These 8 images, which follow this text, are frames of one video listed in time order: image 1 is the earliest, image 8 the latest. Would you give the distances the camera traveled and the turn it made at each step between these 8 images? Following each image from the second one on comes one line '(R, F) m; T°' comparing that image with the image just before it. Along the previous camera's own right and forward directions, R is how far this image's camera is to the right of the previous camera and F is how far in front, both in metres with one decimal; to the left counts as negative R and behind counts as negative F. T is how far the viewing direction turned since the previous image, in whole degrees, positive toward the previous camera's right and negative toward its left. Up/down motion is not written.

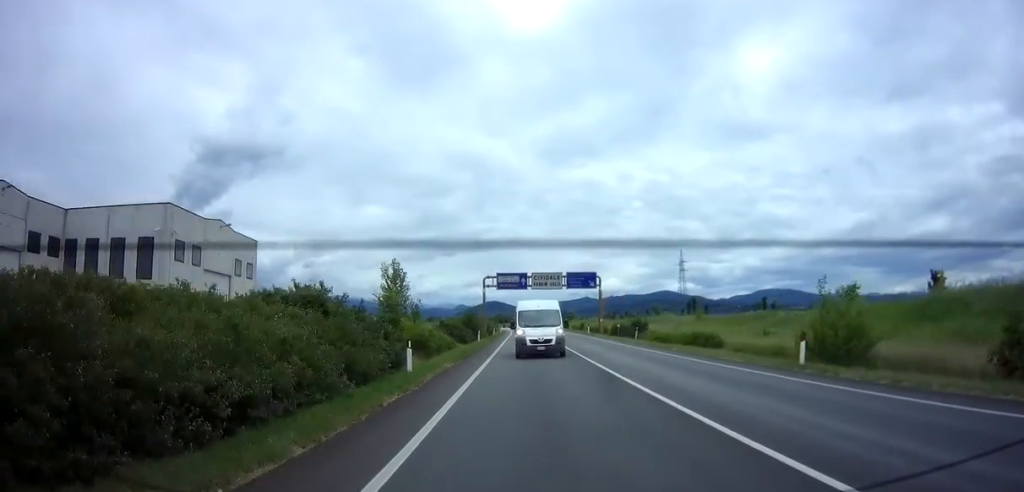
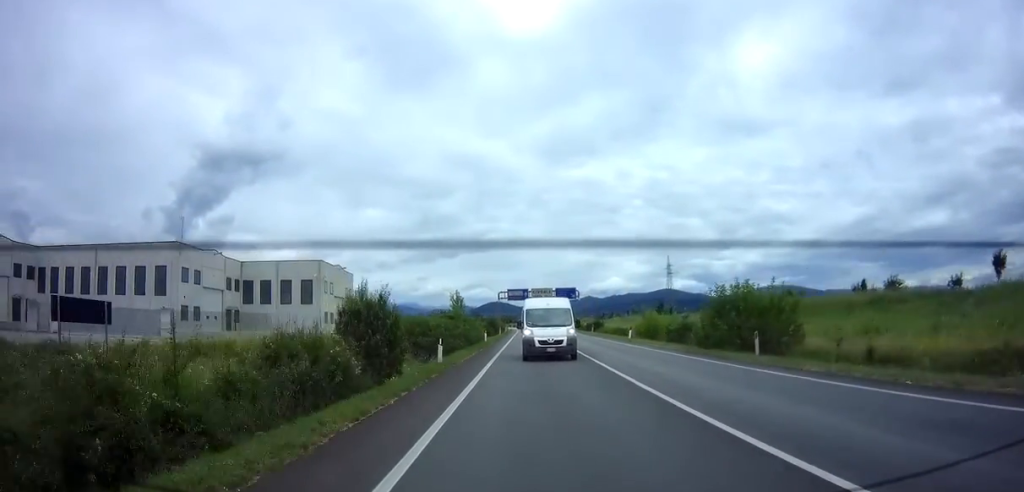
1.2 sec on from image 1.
(+0.2, +29.0) m; 0°
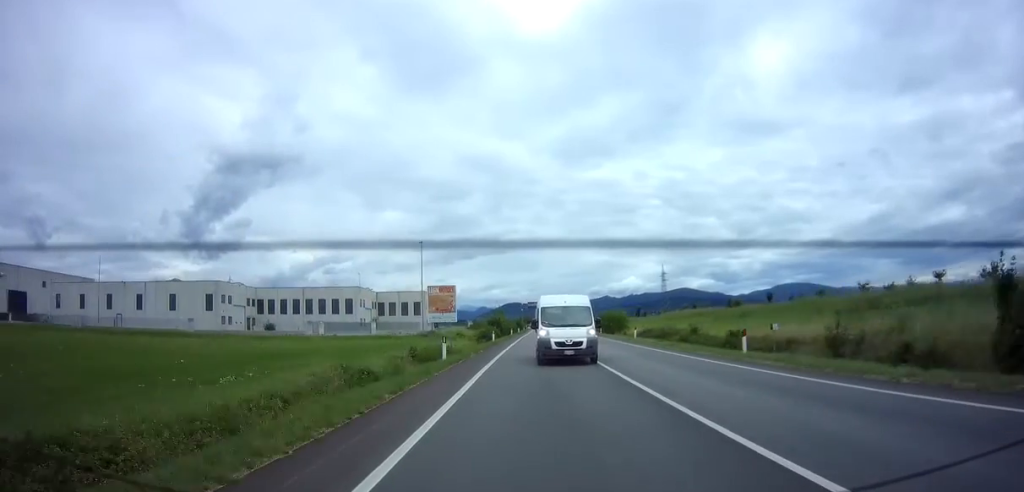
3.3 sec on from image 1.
(-0.6, +50.0) m; -1°
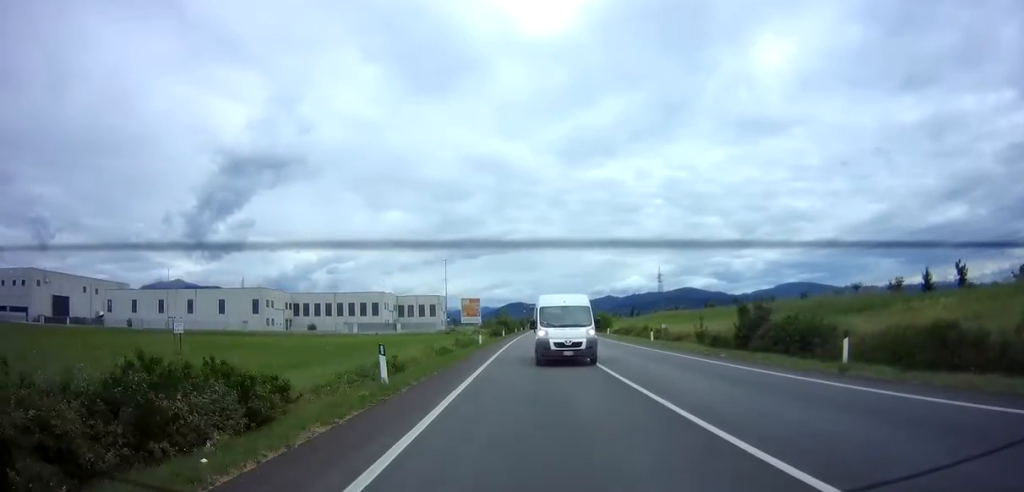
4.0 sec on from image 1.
(-0.1, +16.6) m; 0°
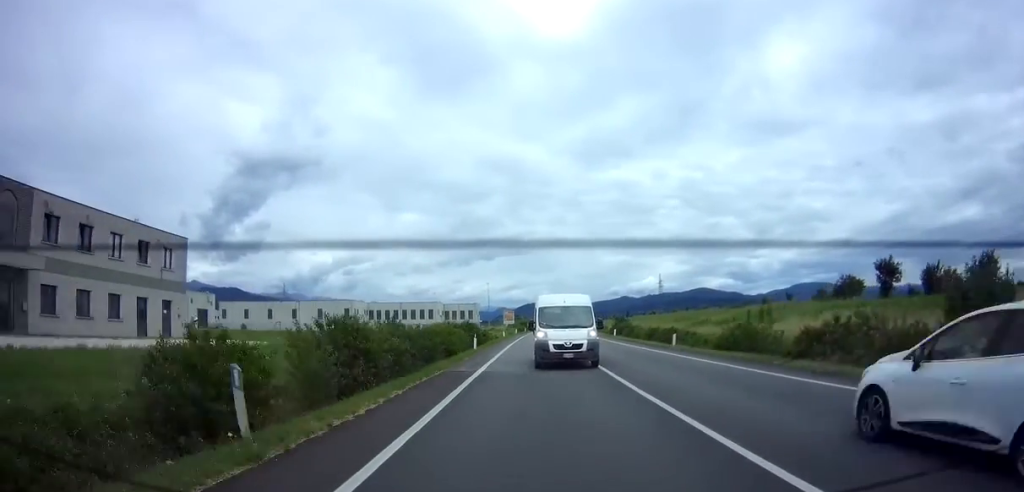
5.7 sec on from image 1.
(-0.5, +43.5) m; -2°
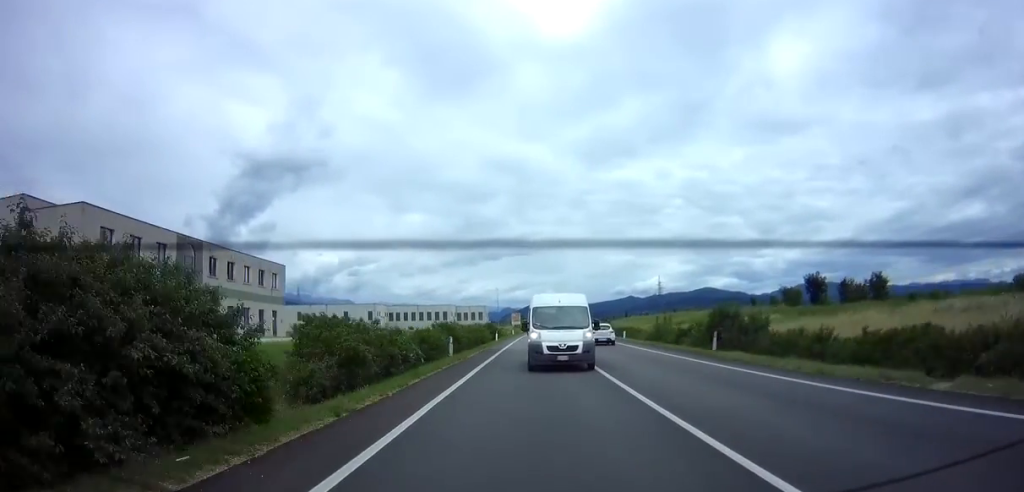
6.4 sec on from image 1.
(-0.3, +17.4) m; -1°
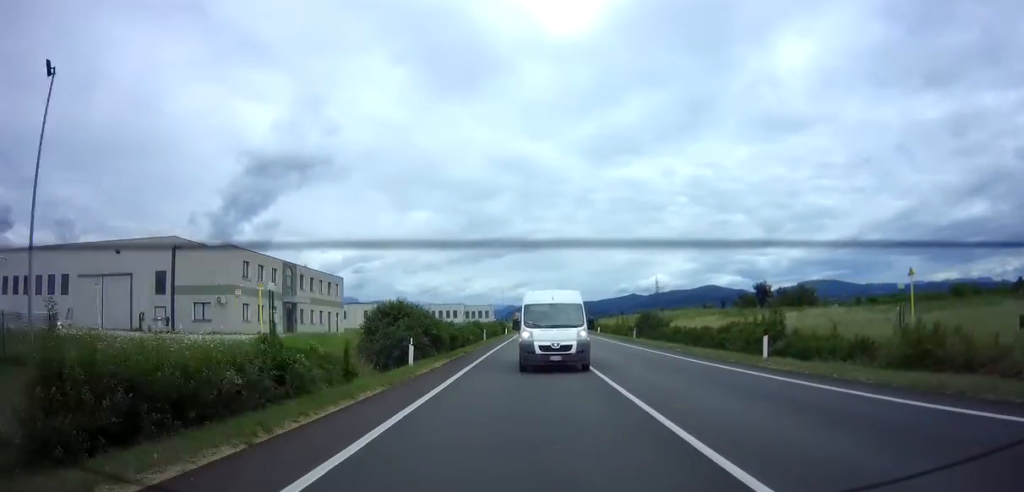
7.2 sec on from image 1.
(-0.1, +19.0) m; 0°
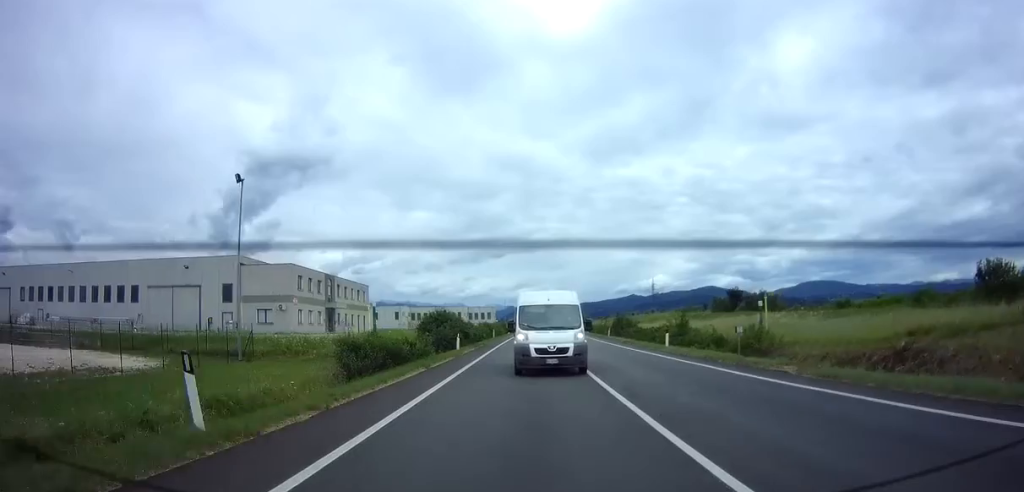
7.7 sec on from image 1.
(0.0, +12.4) m; 0°
